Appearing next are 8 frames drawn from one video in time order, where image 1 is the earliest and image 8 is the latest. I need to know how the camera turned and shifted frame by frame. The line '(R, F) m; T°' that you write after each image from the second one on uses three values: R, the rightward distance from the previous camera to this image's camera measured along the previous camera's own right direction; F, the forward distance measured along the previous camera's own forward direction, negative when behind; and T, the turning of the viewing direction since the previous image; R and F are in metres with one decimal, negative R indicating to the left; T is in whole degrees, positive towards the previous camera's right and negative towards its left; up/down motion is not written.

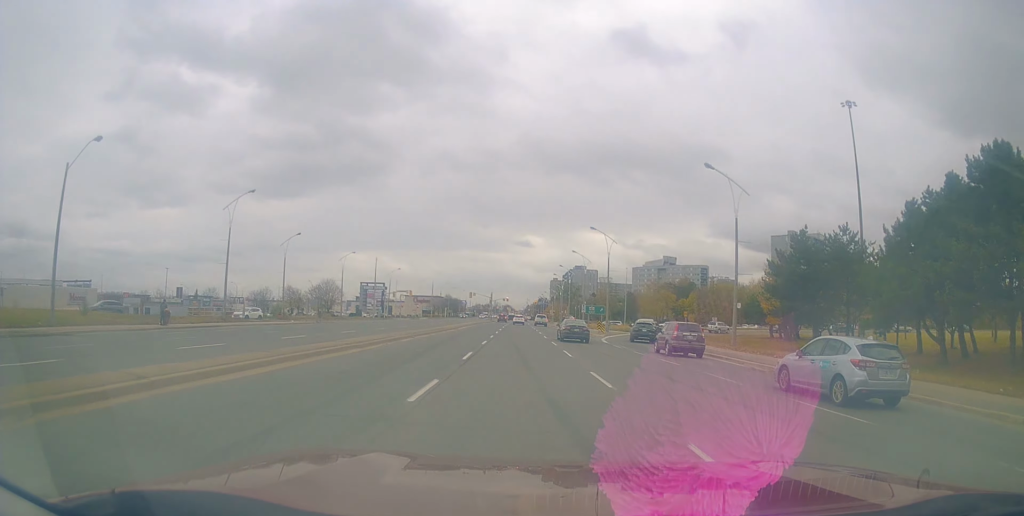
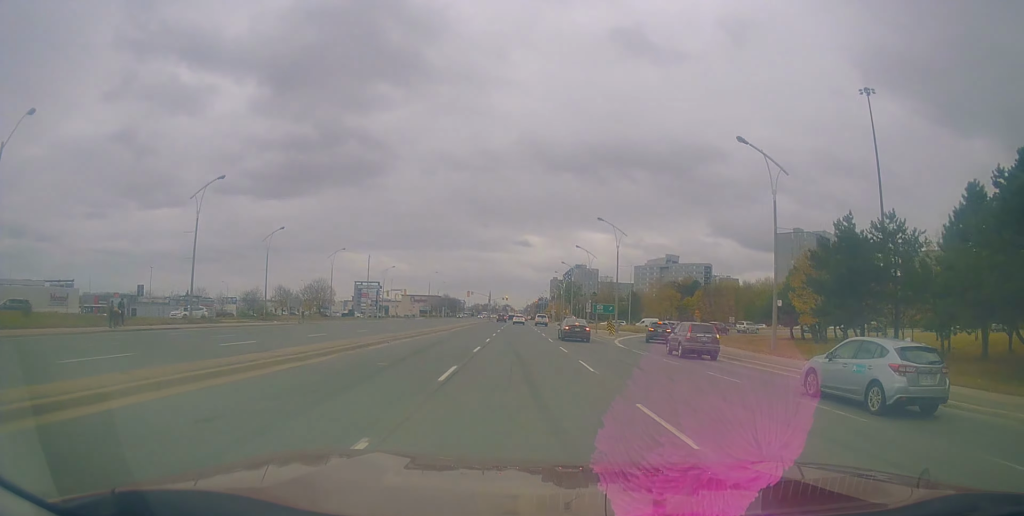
(+0.1, +5.7) m; +1°
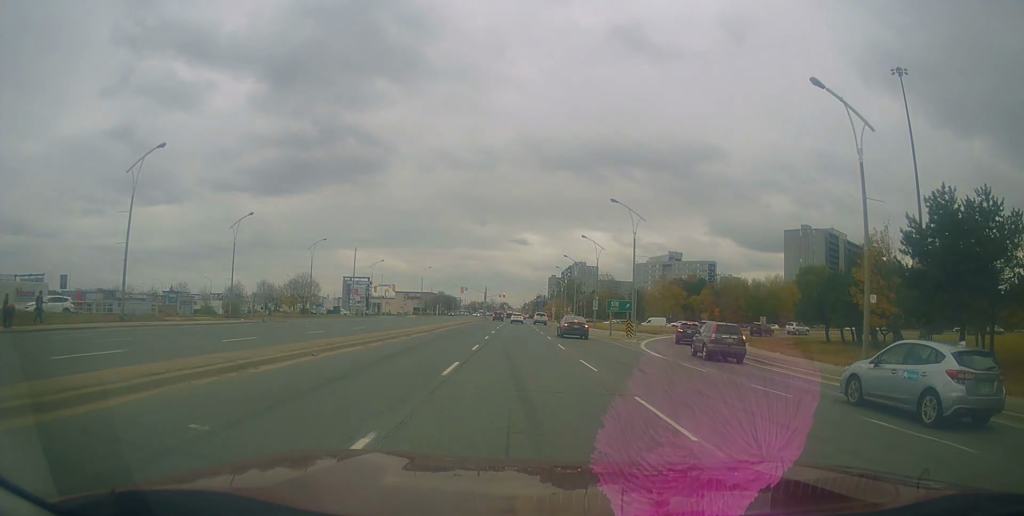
(+0.3, +8.8) m; +2°
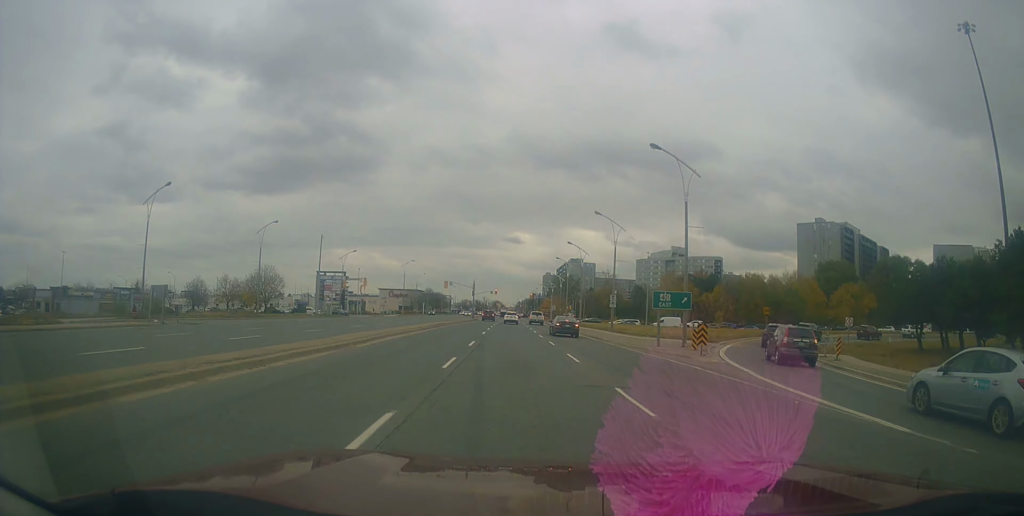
(+0.4, +15.4) m; +1°
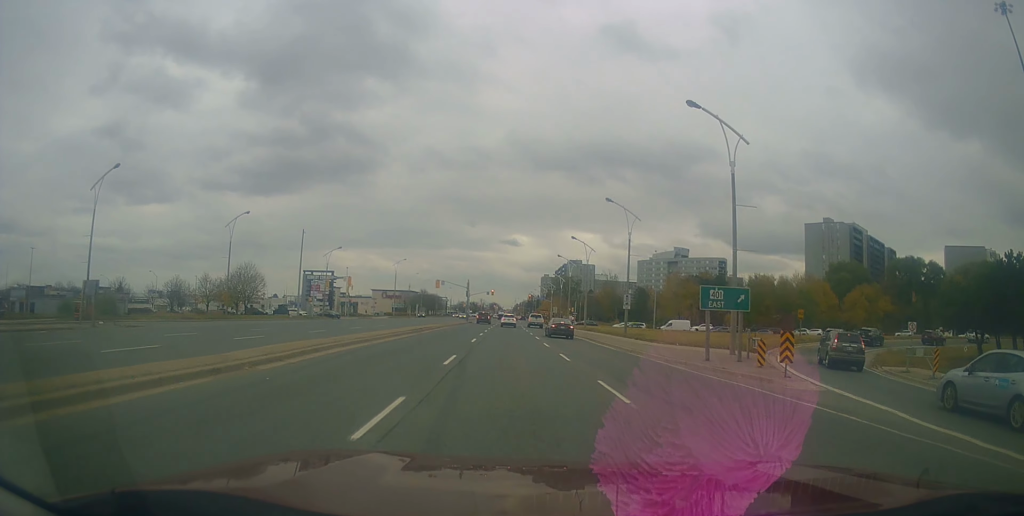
(+0.1, +7.1) m; -2°
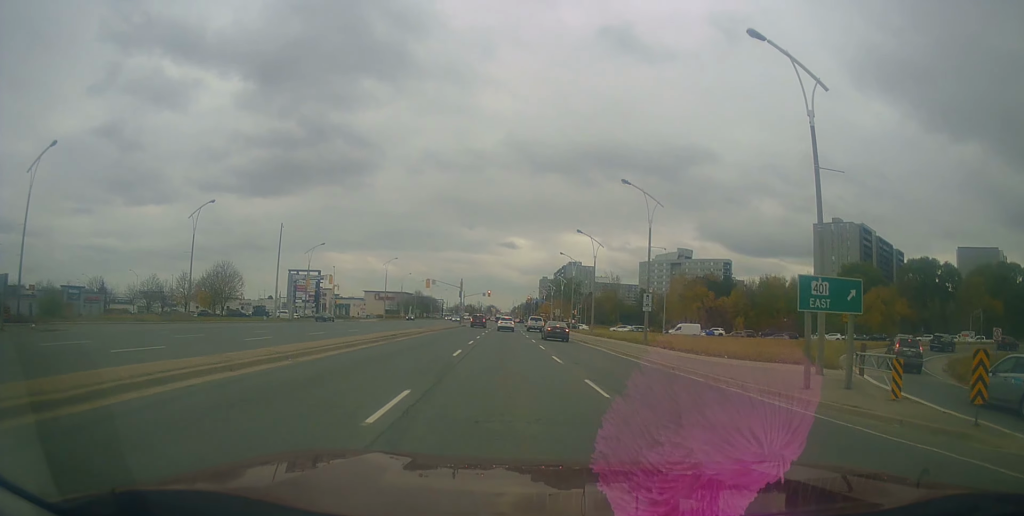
(-0.6, +7.2) m; -1°
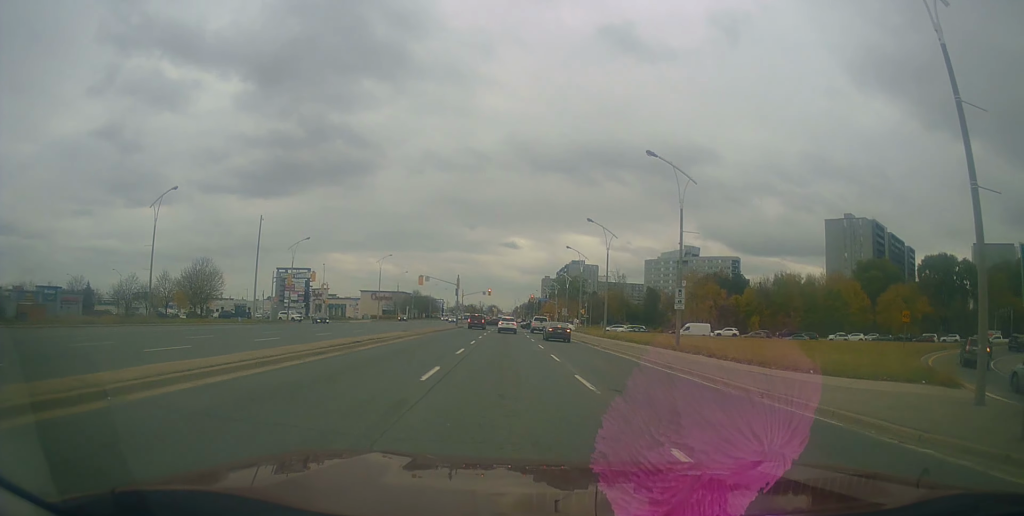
(+0.4, +7.0) m; -1°
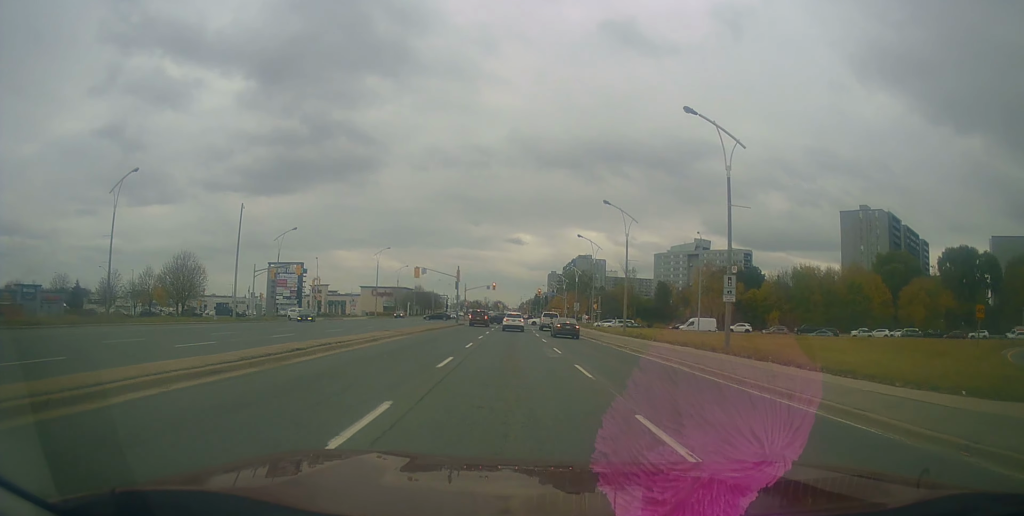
(-0.6, +6.7) m; 0°
